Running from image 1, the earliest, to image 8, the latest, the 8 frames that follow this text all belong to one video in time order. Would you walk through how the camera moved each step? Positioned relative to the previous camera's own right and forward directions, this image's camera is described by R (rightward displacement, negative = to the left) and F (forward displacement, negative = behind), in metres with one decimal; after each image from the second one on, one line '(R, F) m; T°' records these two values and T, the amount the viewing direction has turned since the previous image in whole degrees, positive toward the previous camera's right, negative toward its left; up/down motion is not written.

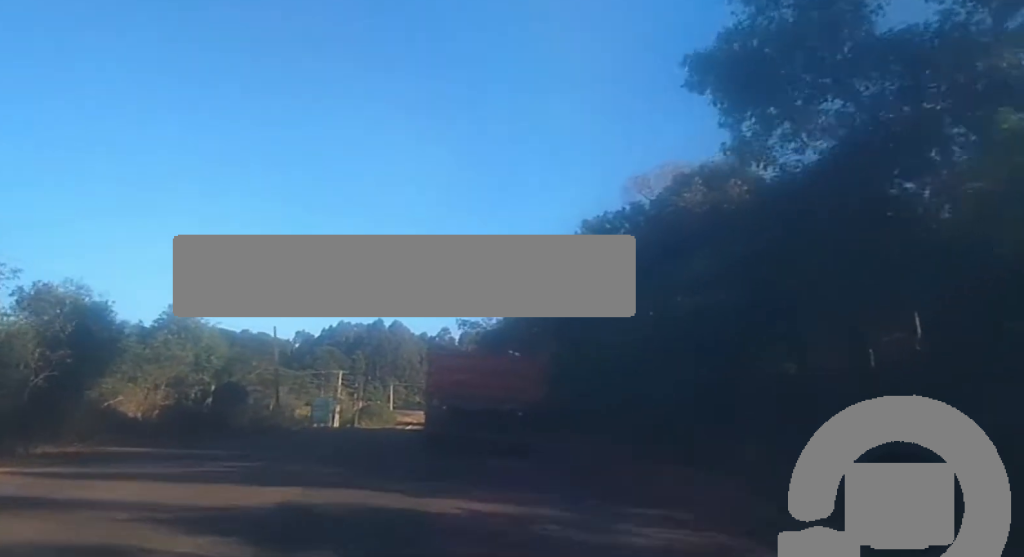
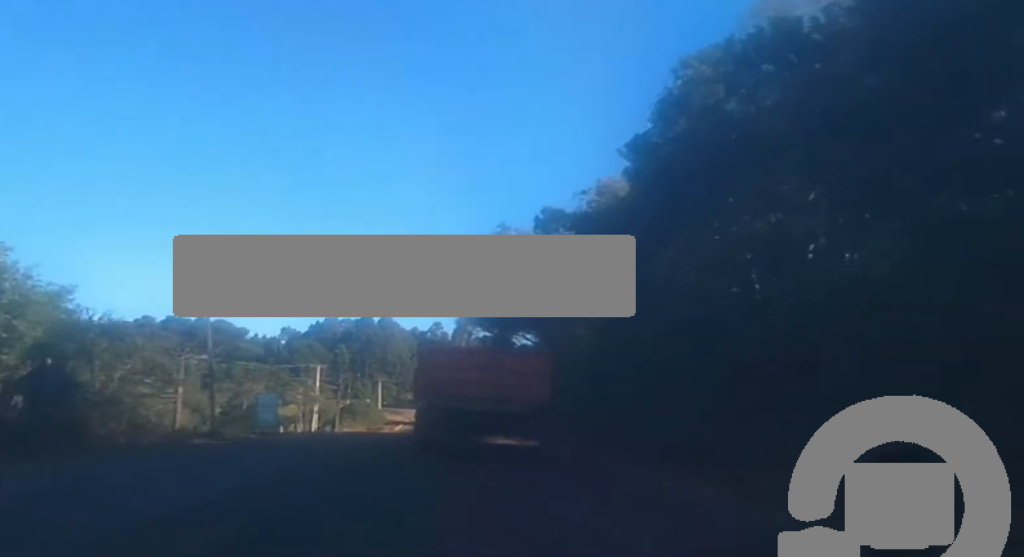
(+0.2, +18.5) m; -1°
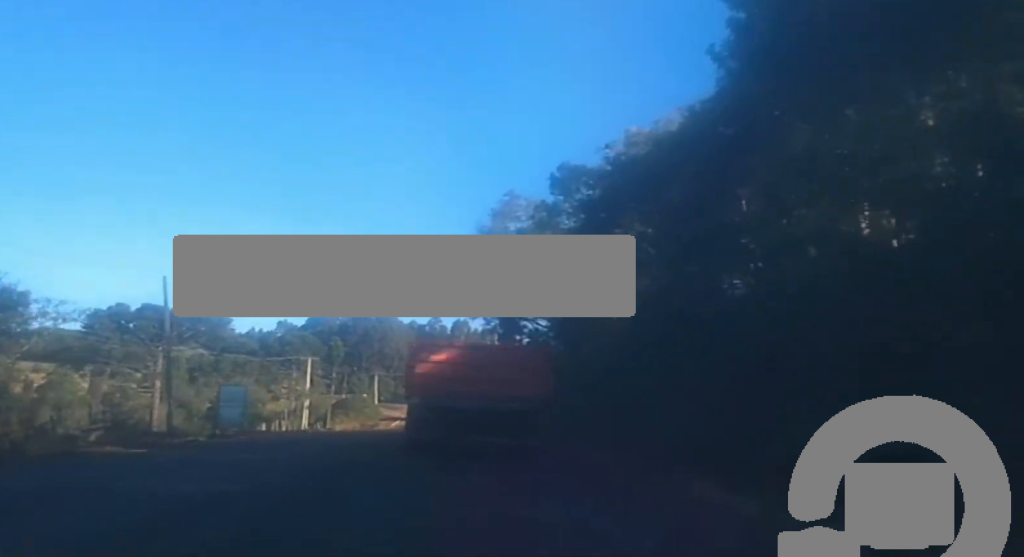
(-0.2, +8.3) m; -1°
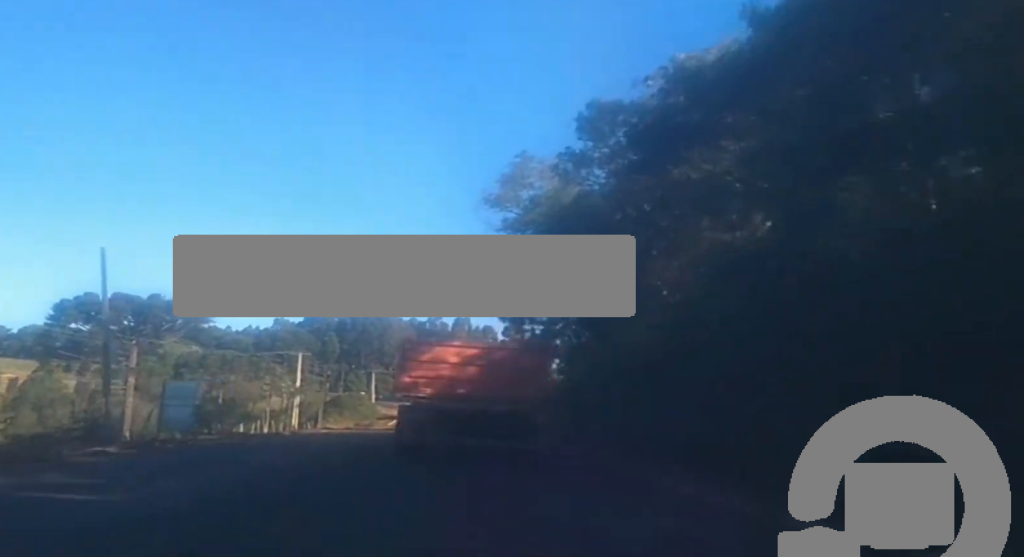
(-0.1, +8.6) m; -1°
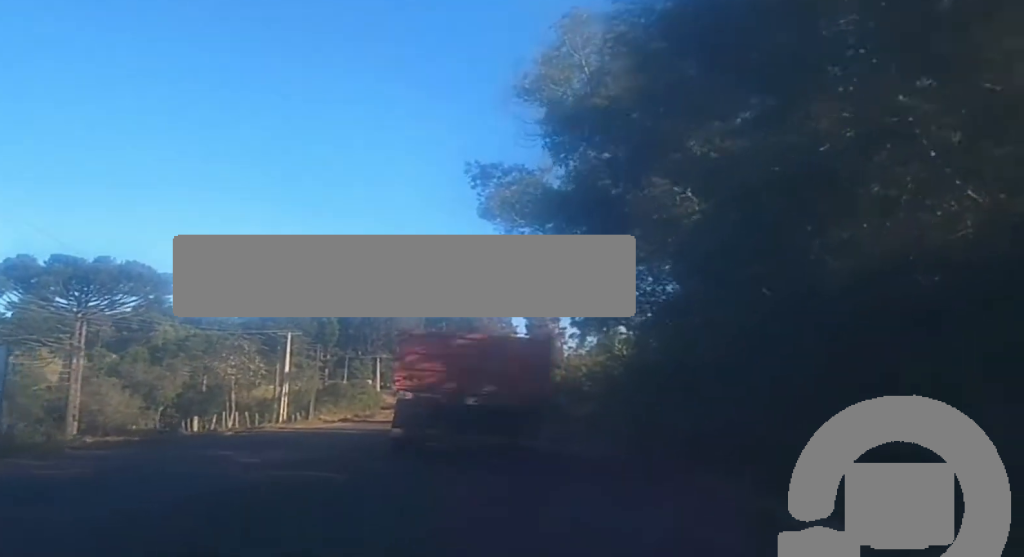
(-0.1, +16.0) m; -1°
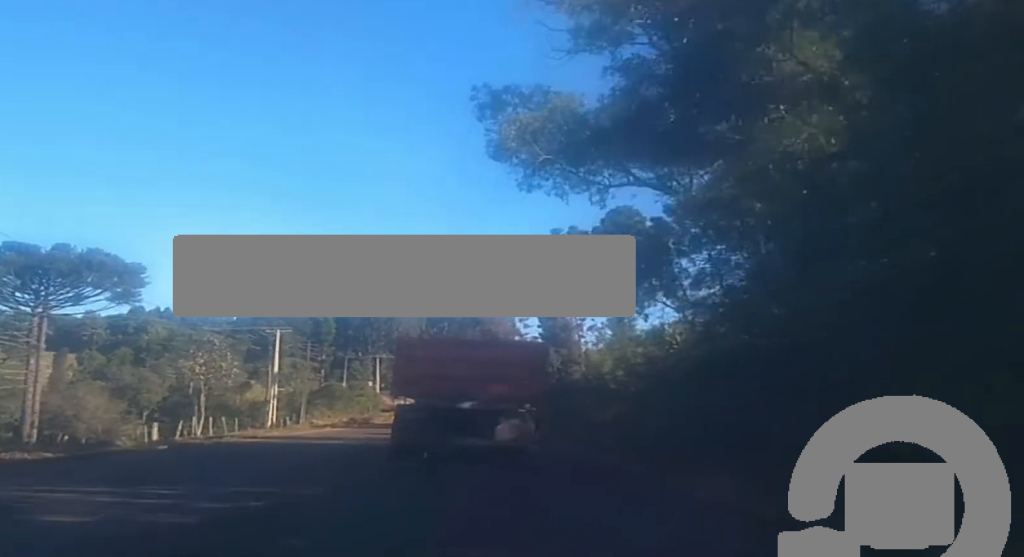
(0.0, +8.3) m; 0°
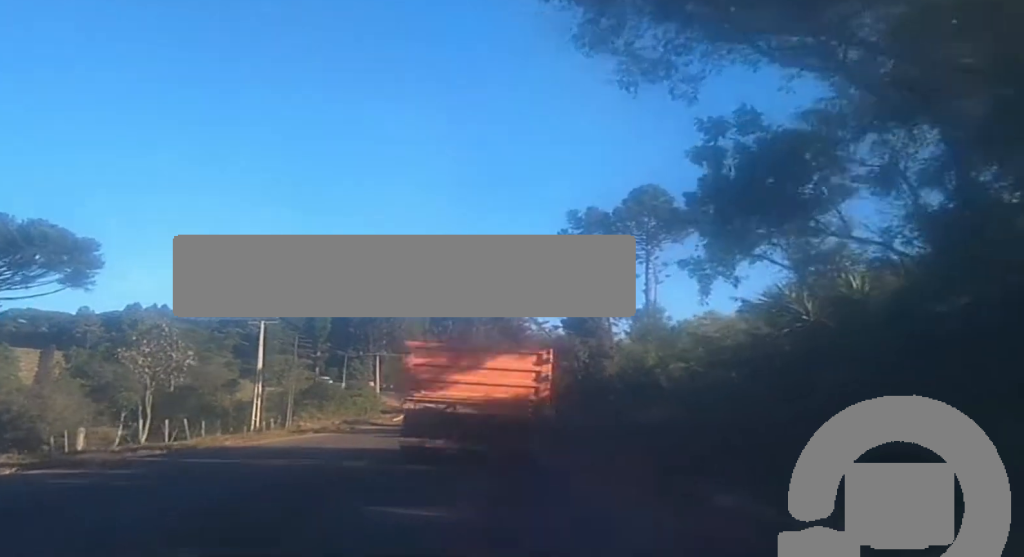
(0.0, +10.1) m; 0°
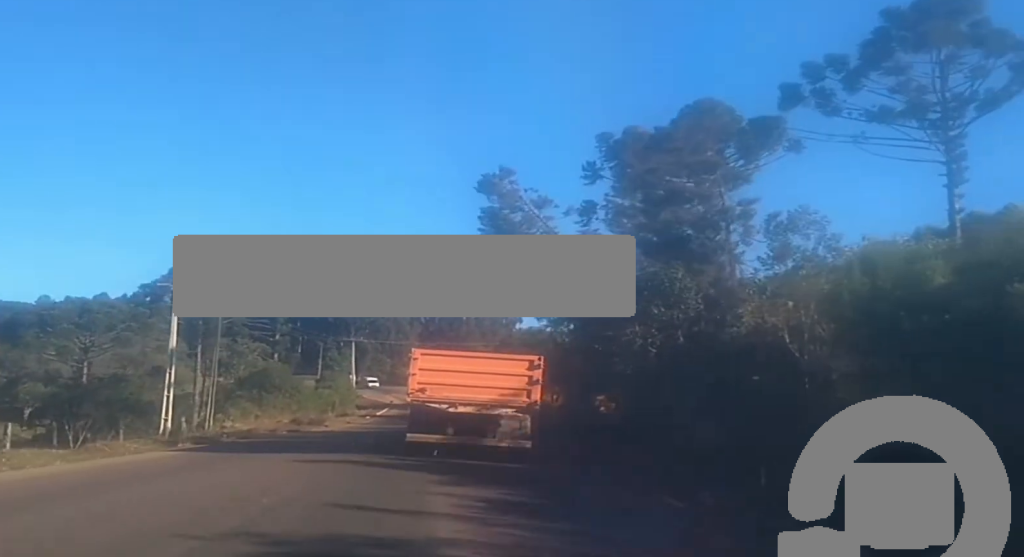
(+0.5, +22.9) m; +2°
